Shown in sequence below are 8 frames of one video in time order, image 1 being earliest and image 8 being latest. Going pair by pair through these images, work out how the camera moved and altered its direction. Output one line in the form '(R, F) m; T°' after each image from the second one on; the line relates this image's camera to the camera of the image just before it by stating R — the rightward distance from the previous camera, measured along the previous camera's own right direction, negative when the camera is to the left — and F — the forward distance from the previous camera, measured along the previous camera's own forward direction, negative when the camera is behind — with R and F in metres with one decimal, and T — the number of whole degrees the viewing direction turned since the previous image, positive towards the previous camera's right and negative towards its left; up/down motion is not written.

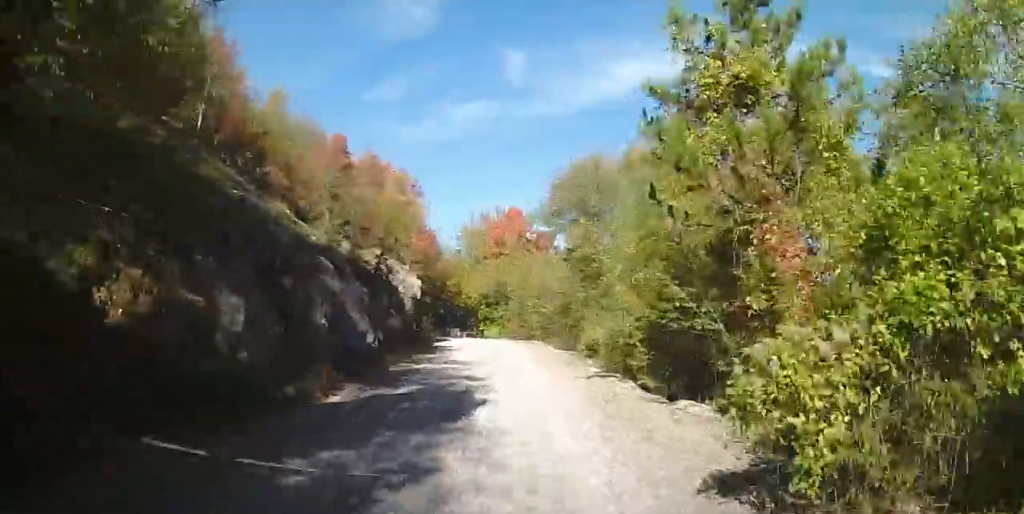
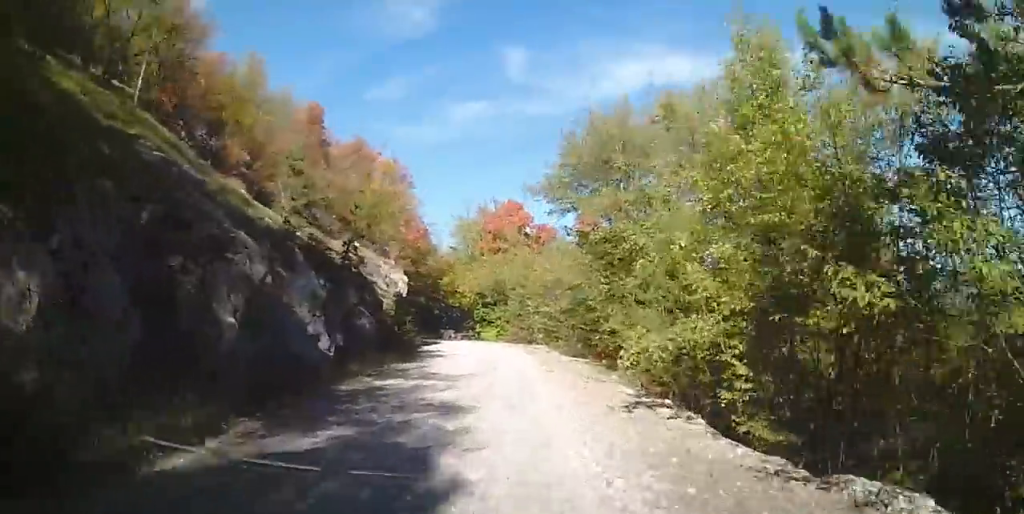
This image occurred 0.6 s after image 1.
(-0.3, +4.8) m; -3°
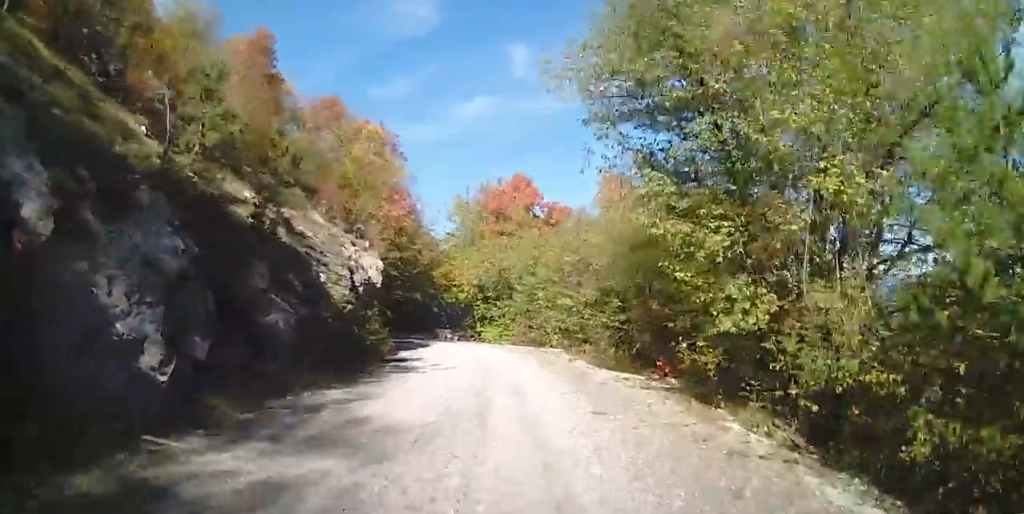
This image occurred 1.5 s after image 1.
(-0.1, +7.6) m; -1°
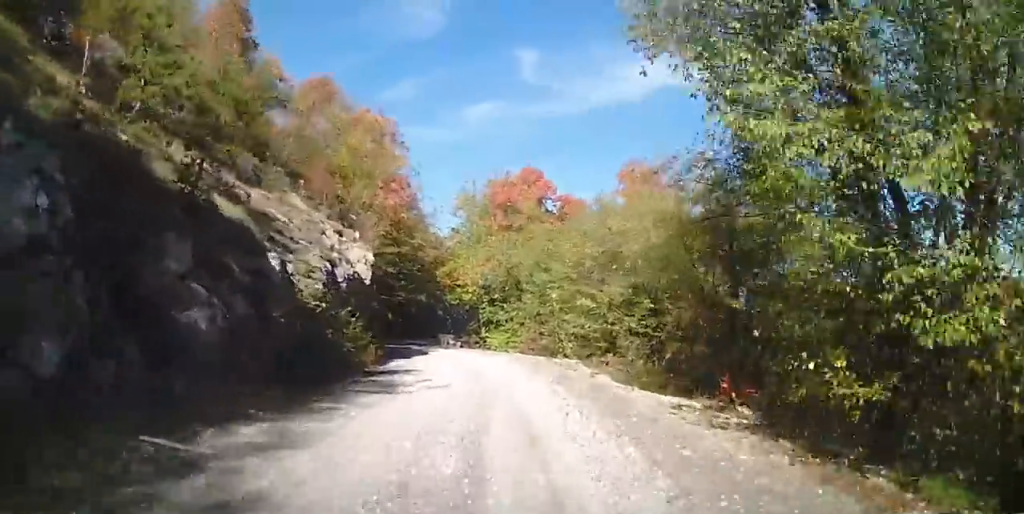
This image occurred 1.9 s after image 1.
(0.0, +3.5) m; 0°
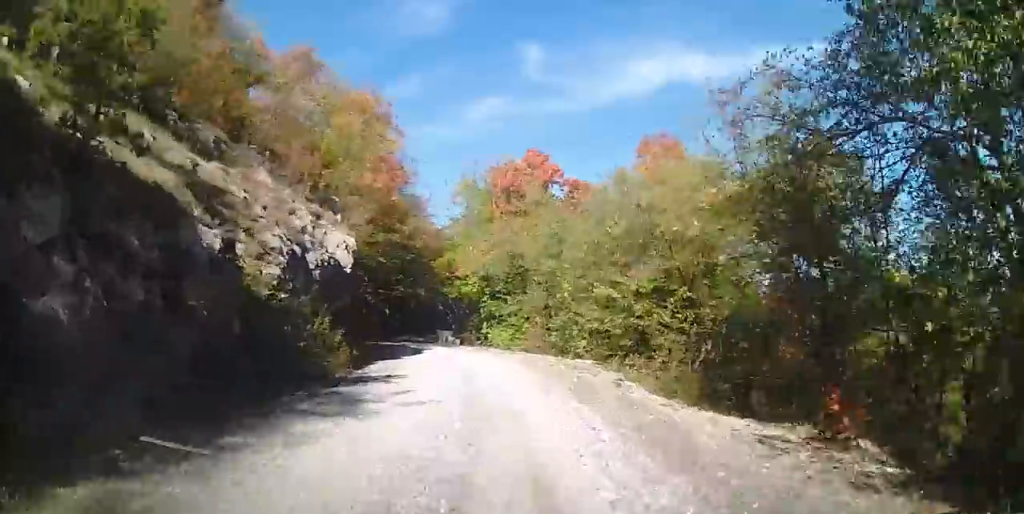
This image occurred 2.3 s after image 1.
(0.0, +3.1) m; 0°
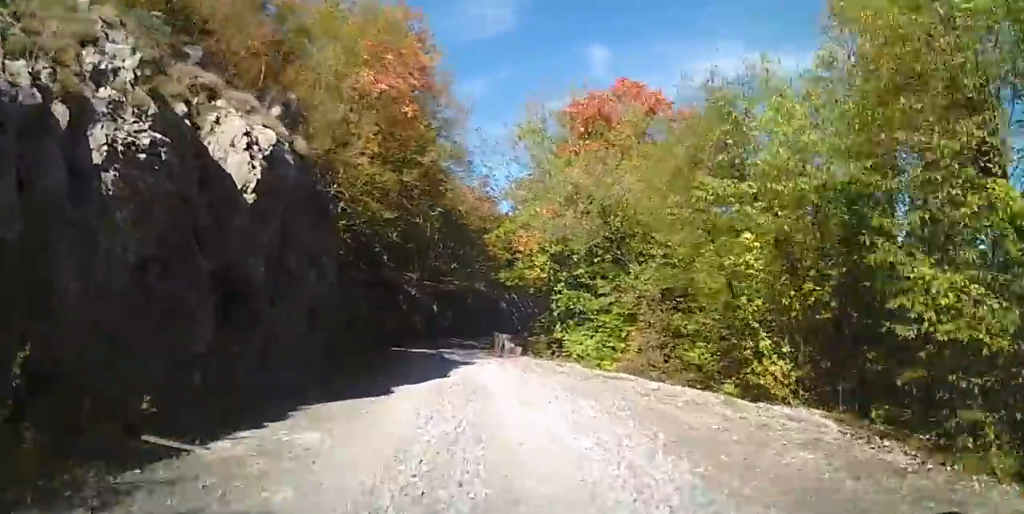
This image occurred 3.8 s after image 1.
(0.0, +10.7) m; 0°
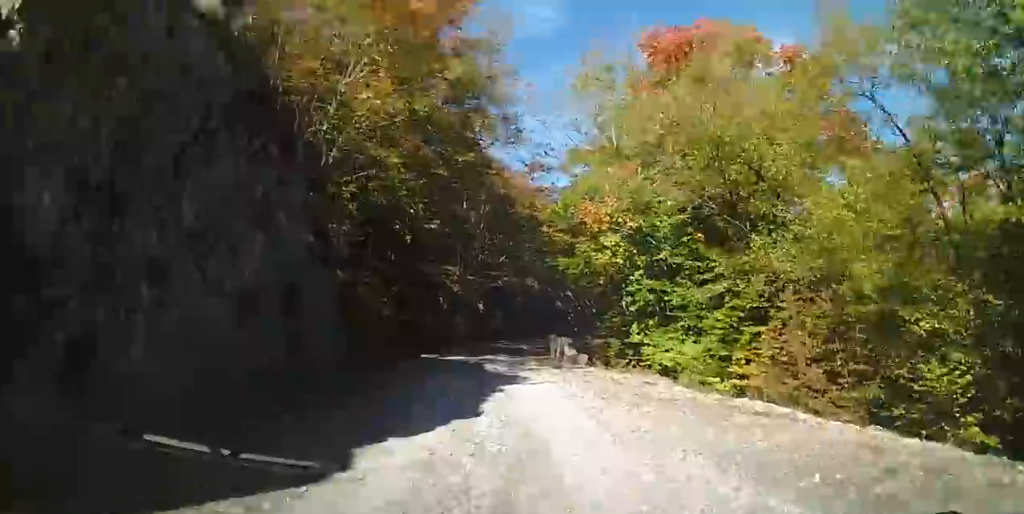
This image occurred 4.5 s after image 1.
(0.0, +5.3) m; 0°
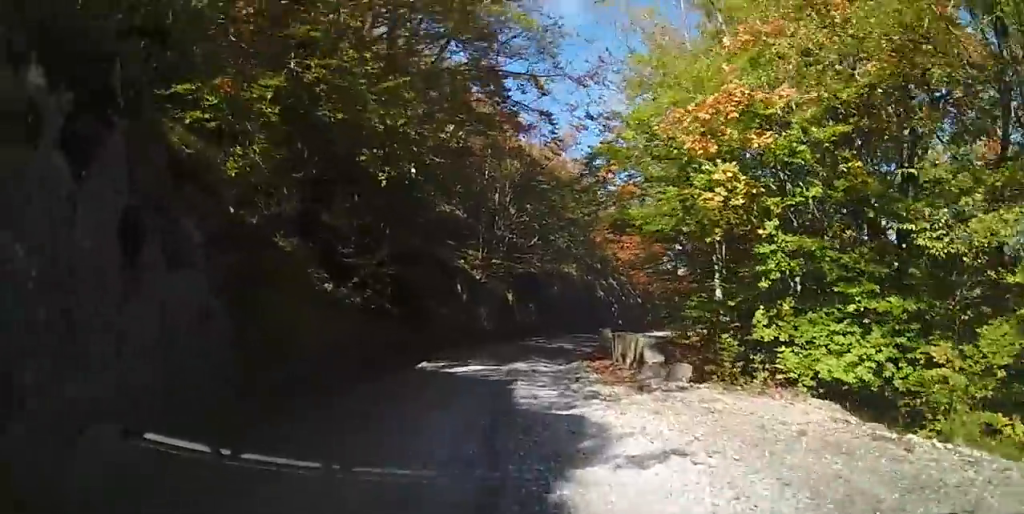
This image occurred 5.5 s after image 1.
(0.0, +7.4) m; 0°
